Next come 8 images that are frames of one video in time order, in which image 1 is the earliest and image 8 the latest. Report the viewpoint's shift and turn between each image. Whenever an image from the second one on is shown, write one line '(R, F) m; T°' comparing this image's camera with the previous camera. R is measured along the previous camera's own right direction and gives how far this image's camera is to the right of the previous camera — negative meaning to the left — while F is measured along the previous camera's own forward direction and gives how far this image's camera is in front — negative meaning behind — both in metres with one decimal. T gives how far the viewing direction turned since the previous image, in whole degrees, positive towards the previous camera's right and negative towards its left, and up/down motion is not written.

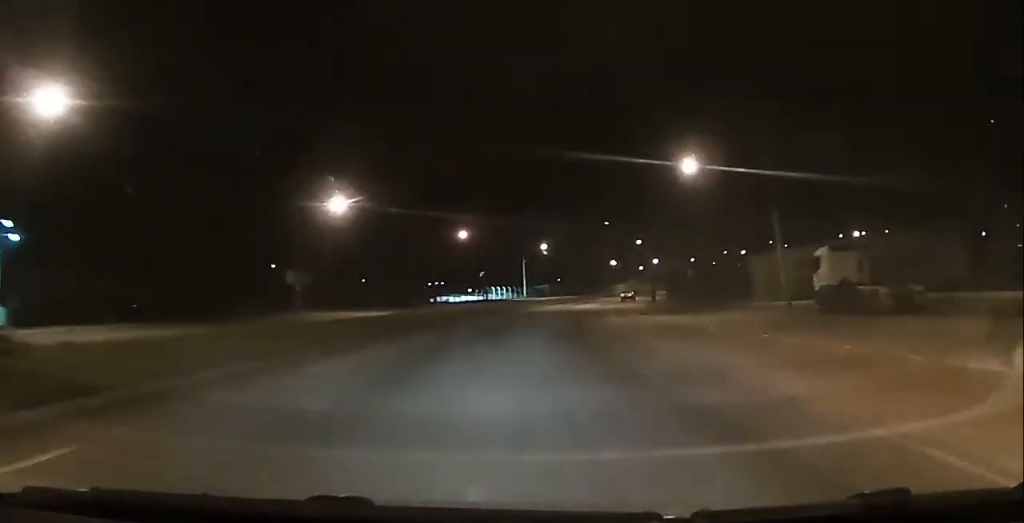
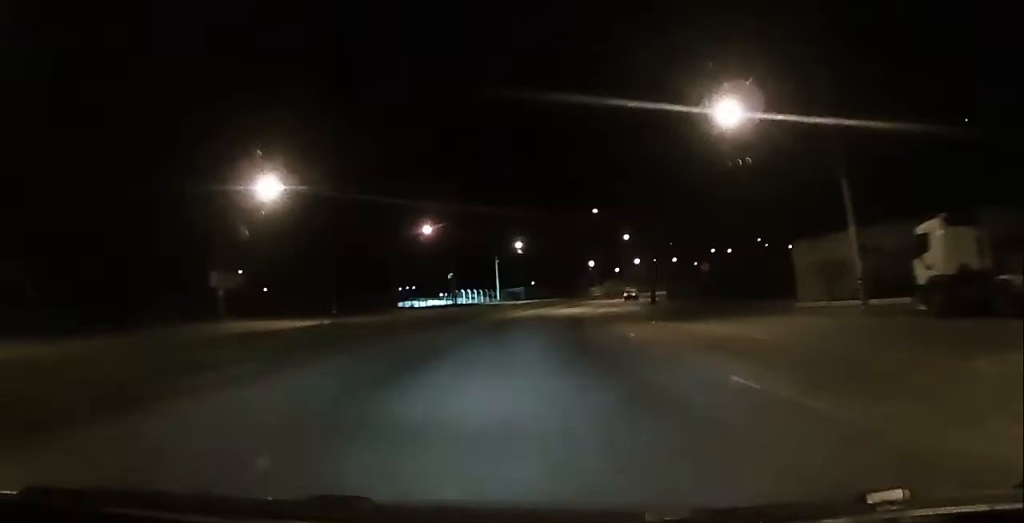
(+0.4, +11.2) m; +2°
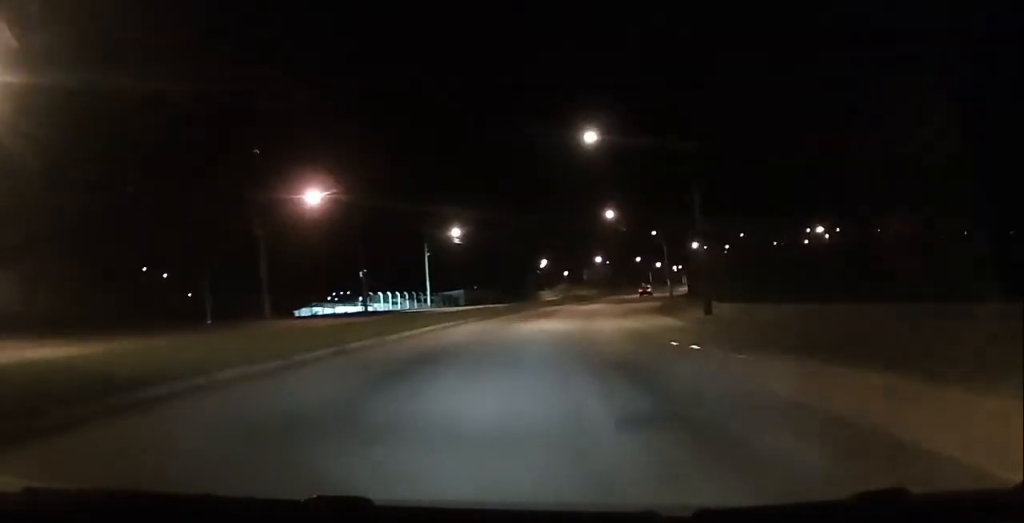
(+1.2, +27.4) m; +6°
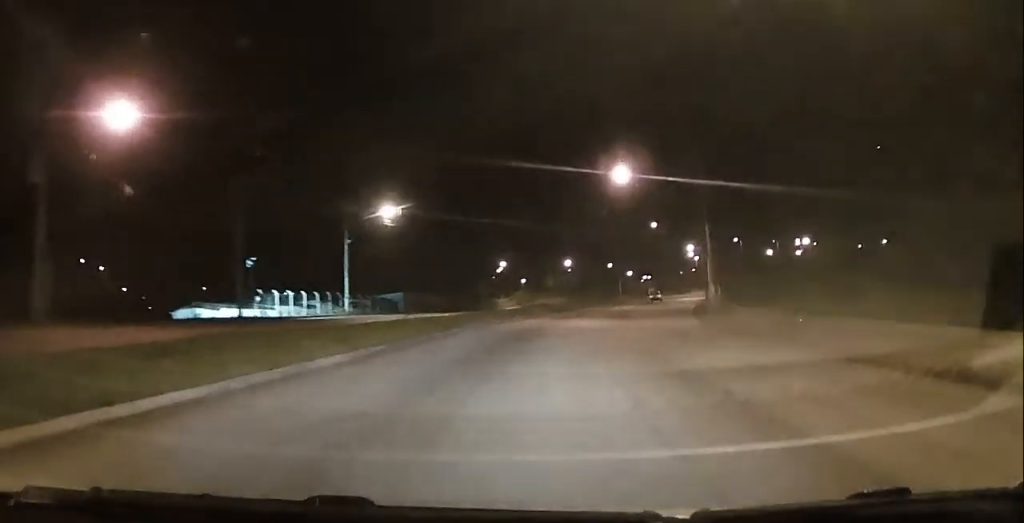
(+1.0, +23.5) m; +5°
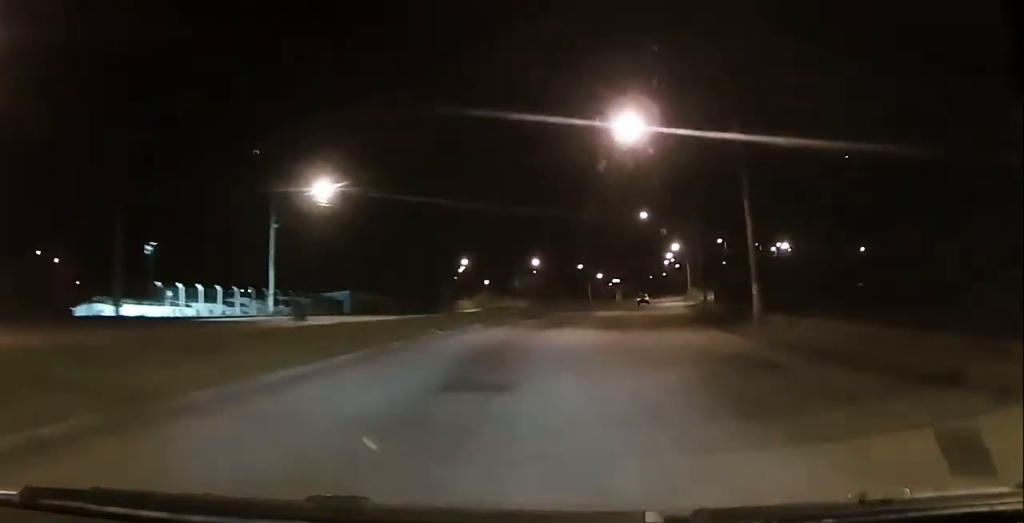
(+0.4, +11.4) m; +3°
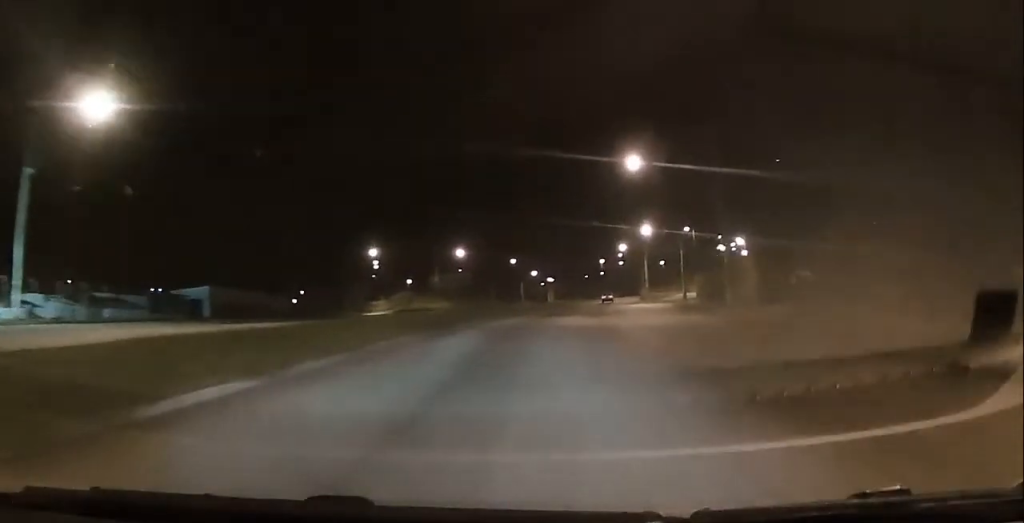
(+1.1, +22.8) m; +4°
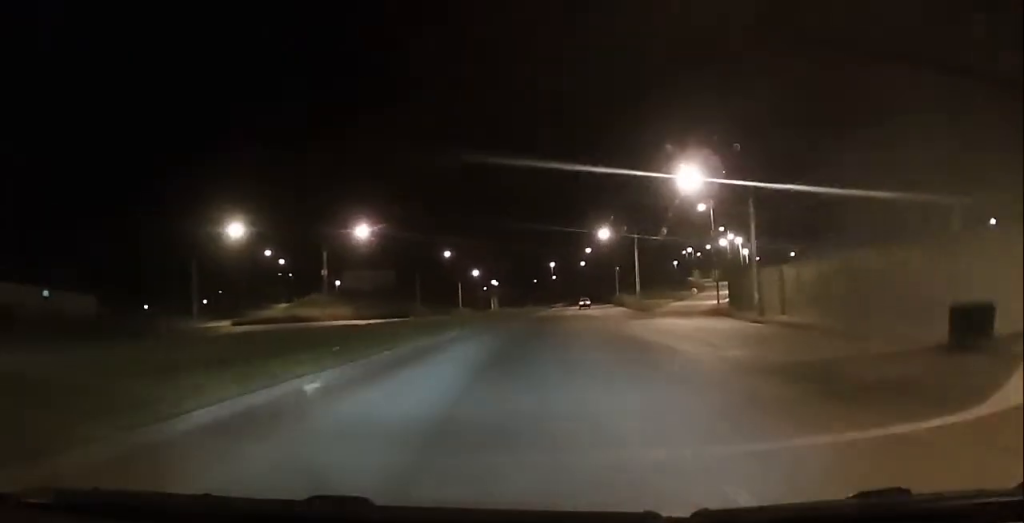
(+2.3, +32.9) m; +9°
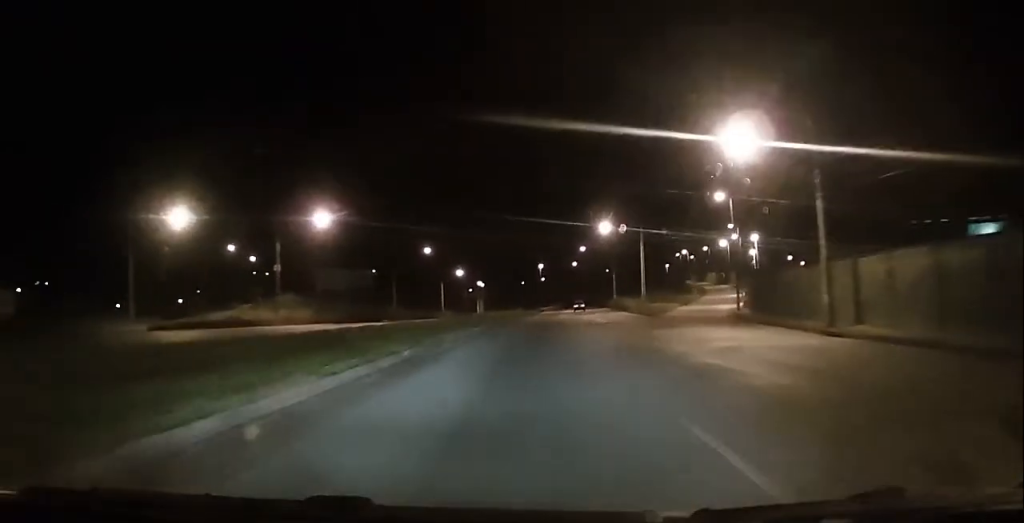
(+0.3, +9.6) m; +2°
